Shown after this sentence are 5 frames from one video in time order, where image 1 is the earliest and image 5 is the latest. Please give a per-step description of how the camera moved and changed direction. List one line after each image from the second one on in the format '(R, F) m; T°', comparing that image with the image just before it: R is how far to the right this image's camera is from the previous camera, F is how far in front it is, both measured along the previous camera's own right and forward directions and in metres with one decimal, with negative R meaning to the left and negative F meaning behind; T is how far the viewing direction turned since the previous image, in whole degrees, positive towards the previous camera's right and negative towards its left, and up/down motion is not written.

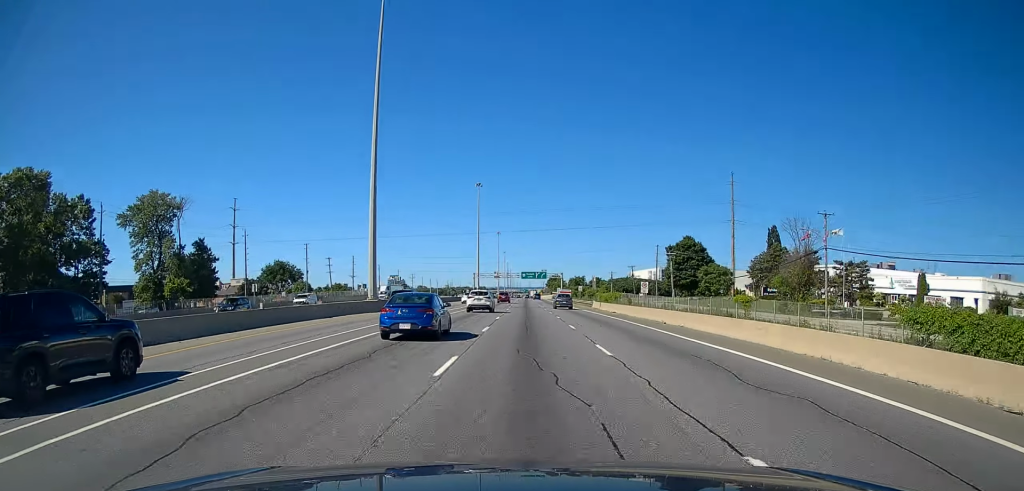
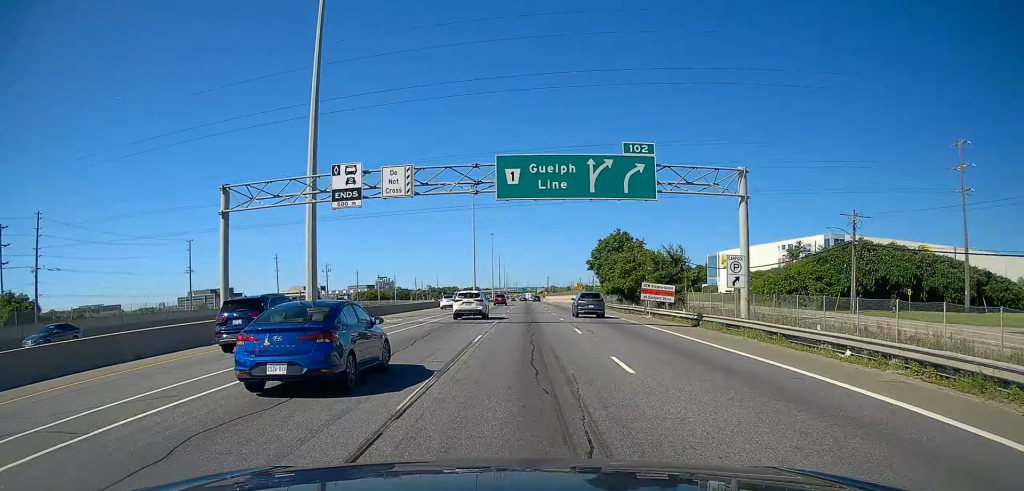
(0.0, +162.7) m; 0°
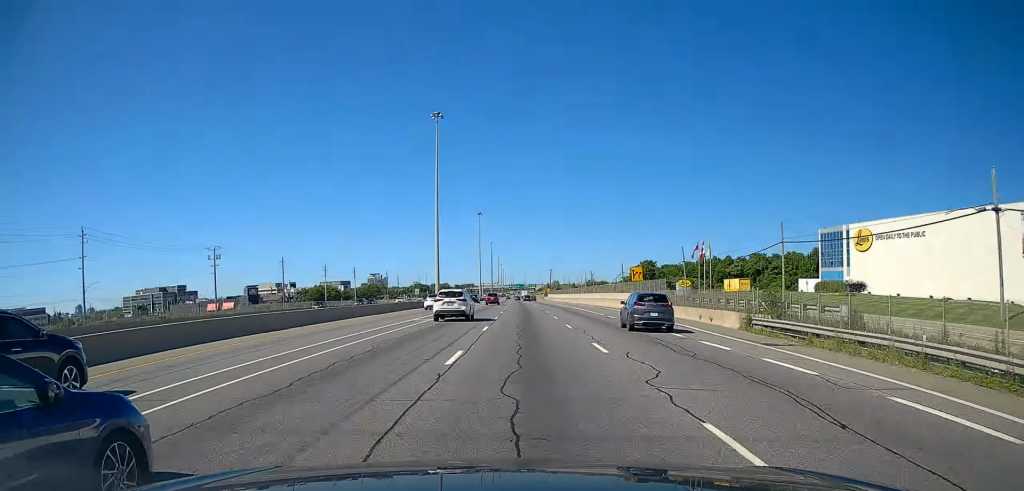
(+0.1, +81.3) m; 0°
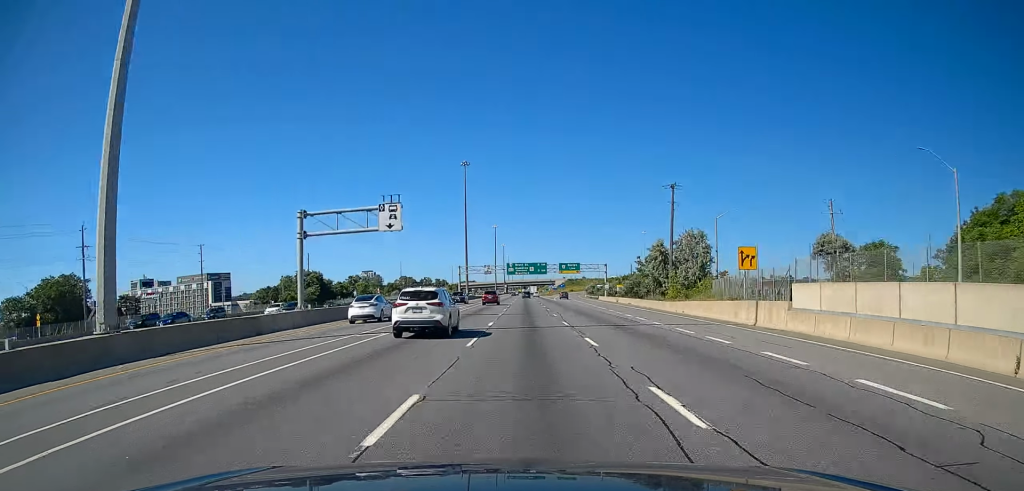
(-0.5, +253.0) m; 0°
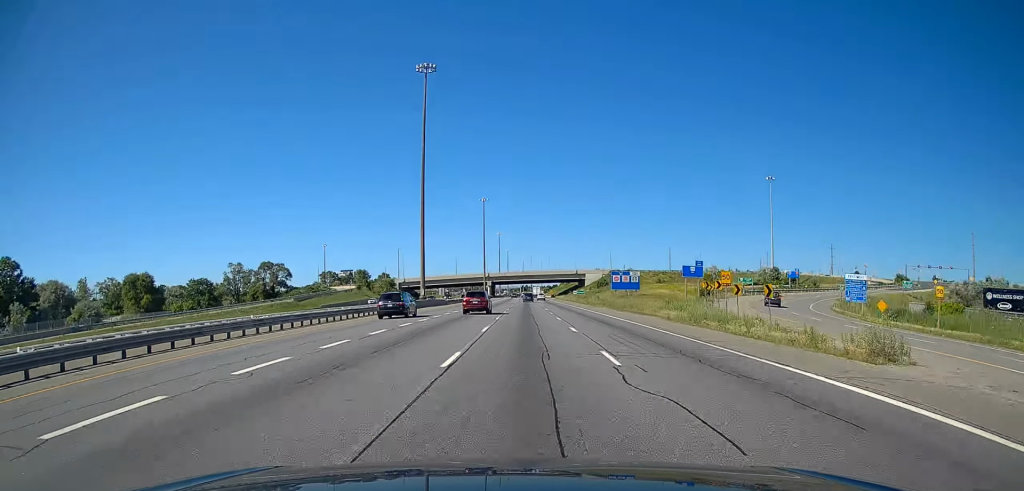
(-0.6, +244.7) m; 0°
